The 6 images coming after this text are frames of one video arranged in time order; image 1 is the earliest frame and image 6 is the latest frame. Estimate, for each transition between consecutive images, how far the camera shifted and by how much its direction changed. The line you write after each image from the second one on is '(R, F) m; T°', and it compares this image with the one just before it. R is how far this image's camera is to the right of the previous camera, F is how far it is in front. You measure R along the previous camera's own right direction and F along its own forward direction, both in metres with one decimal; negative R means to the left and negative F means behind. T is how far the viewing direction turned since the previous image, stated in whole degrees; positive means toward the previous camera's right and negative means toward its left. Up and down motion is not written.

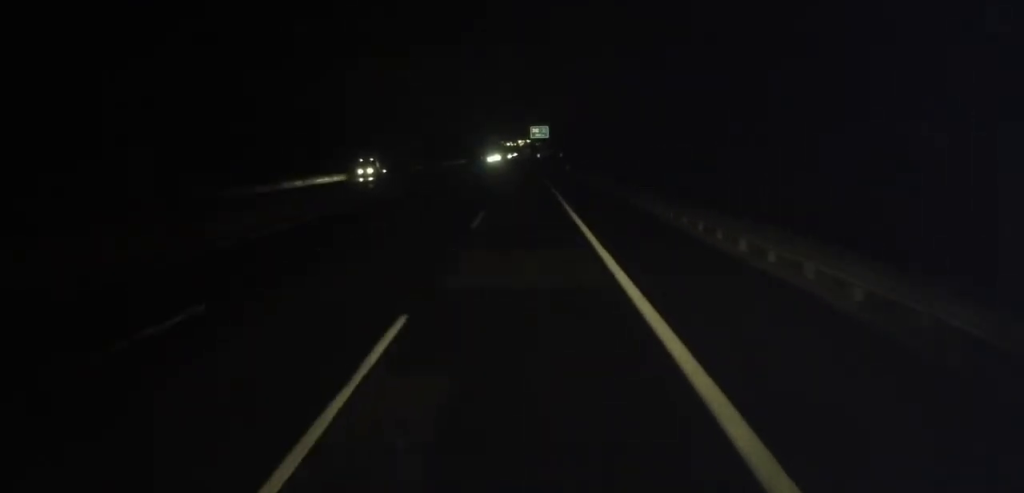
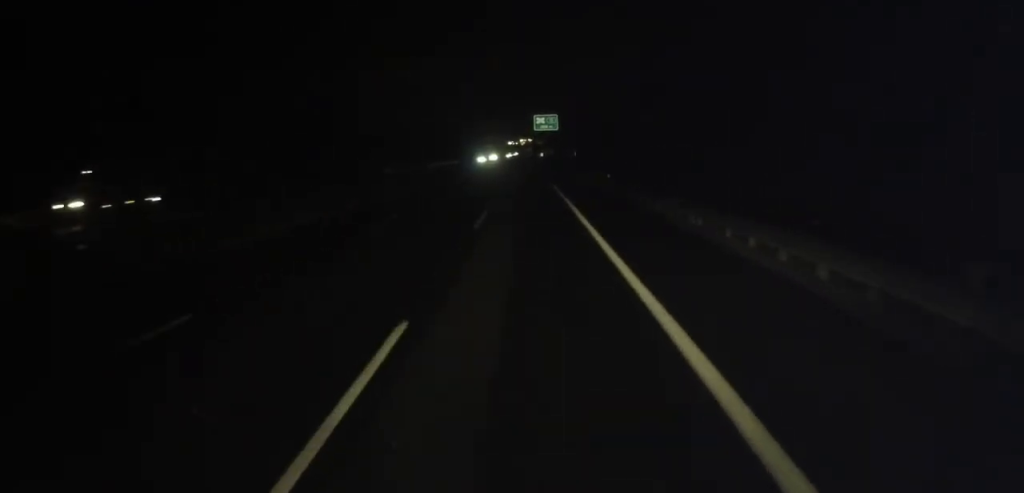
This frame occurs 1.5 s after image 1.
(-0.1, +36.5) m; -1°
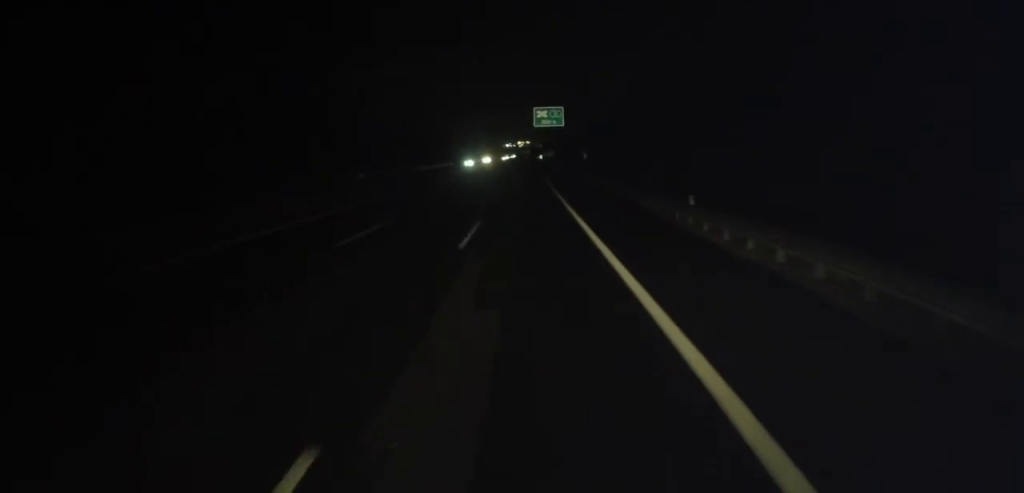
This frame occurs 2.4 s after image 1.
(-0.2, +21.9) m; 0°
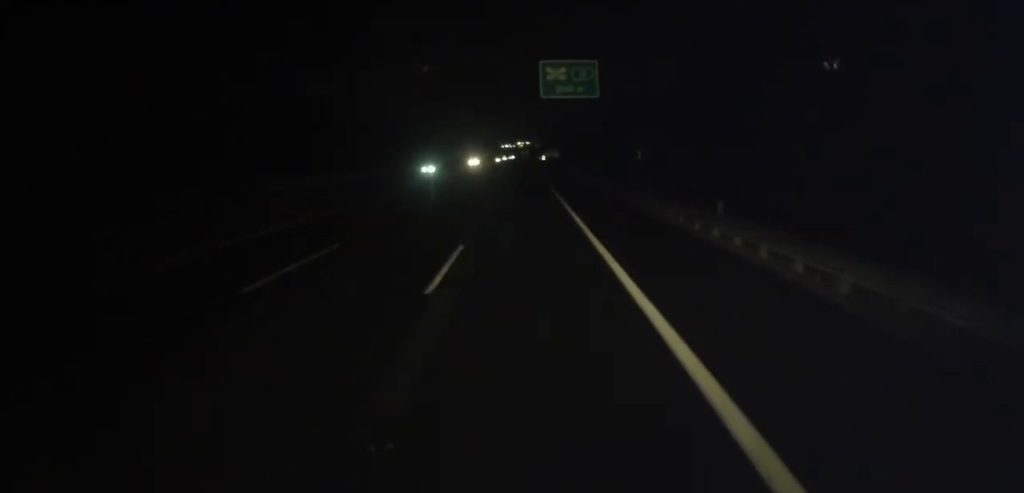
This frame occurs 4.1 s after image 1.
(+0.4, +41.1) m; +1°
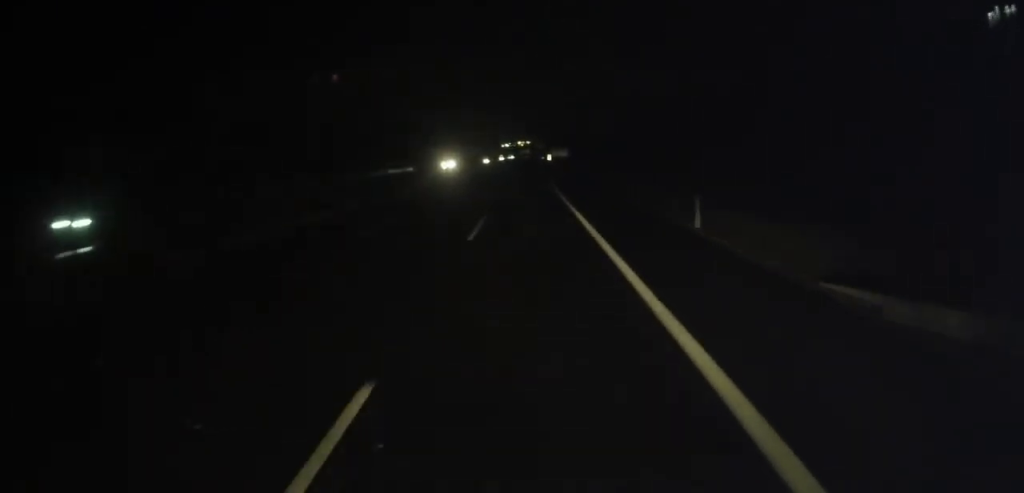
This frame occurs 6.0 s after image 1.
(0.0, +46.8) m; 0°
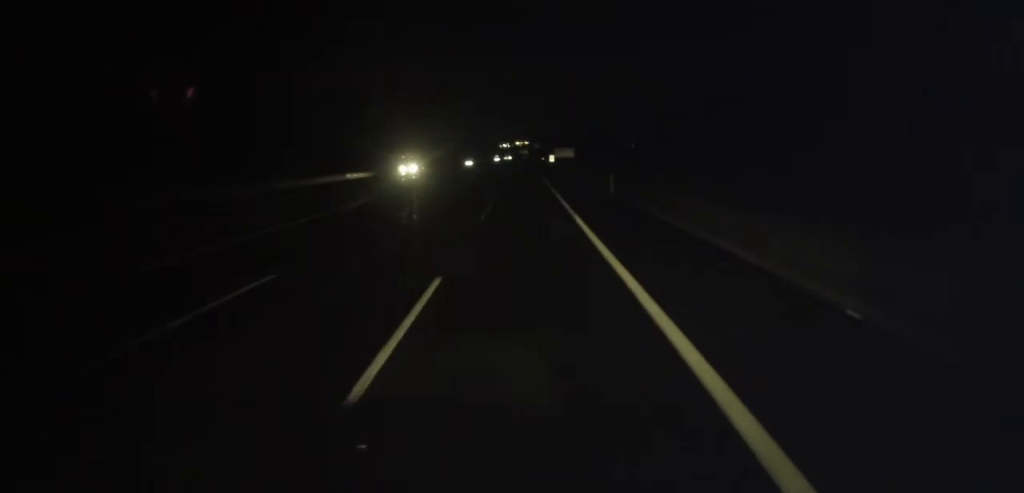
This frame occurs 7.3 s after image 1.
(-0.3, +29.7) m; 0°
